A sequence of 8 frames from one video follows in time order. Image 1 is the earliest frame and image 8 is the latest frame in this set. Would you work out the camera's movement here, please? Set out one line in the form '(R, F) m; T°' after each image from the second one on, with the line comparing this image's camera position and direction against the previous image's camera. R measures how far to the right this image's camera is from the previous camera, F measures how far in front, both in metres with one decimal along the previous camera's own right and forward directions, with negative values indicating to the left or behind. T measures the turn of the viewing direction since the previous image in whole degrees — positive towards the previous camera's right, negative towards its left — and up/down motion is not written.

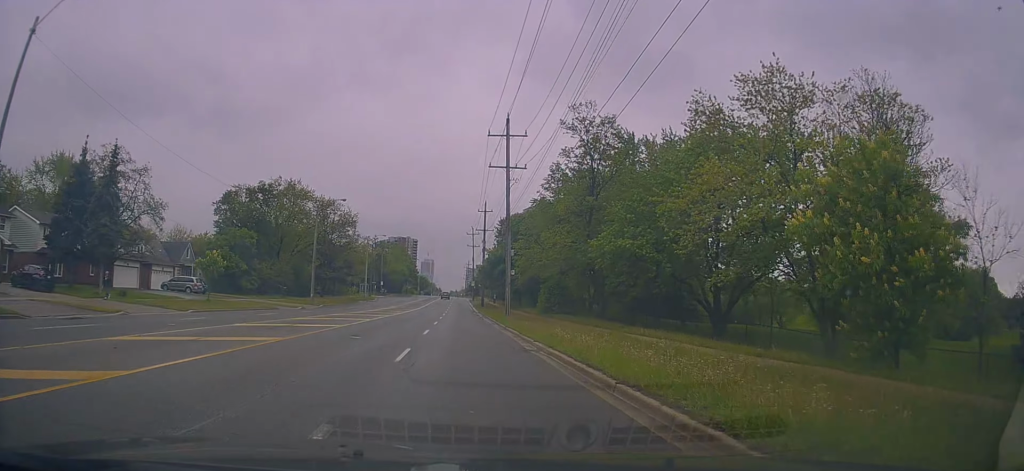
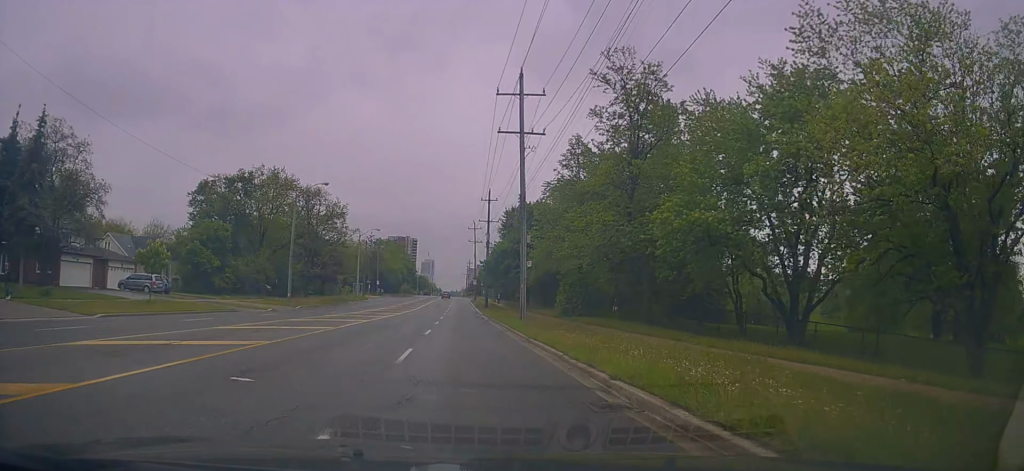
(+0.2, +8.9) m; 0°
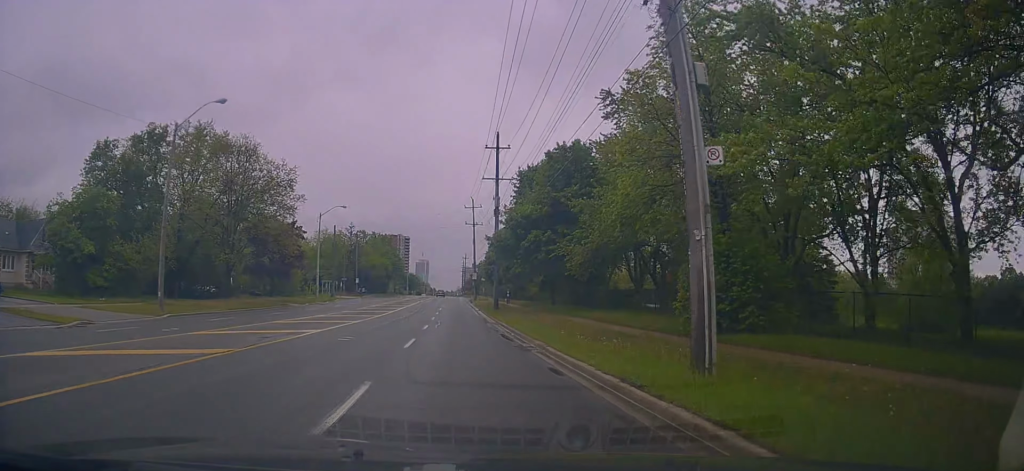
(+0.2, +24.2) m; 0°
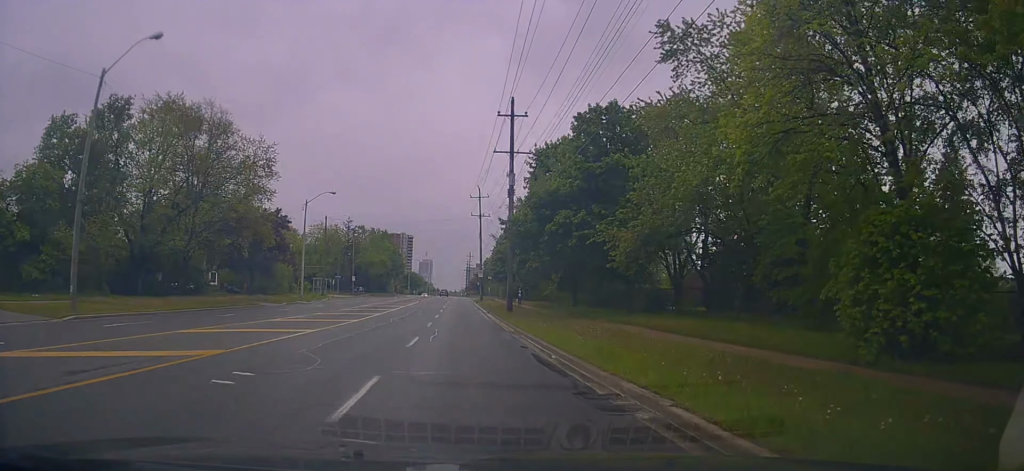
(0.0, +8.0) m; 0°
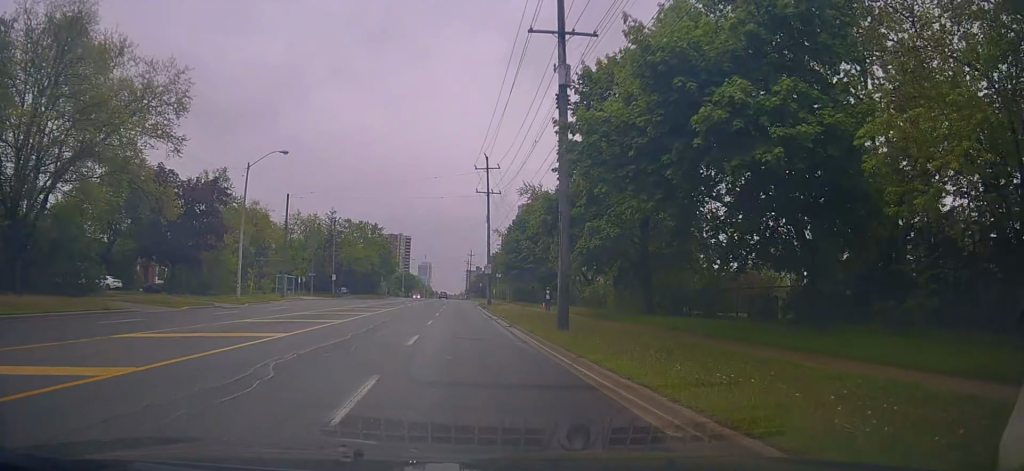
(-0.2, +18.1) m; 0°
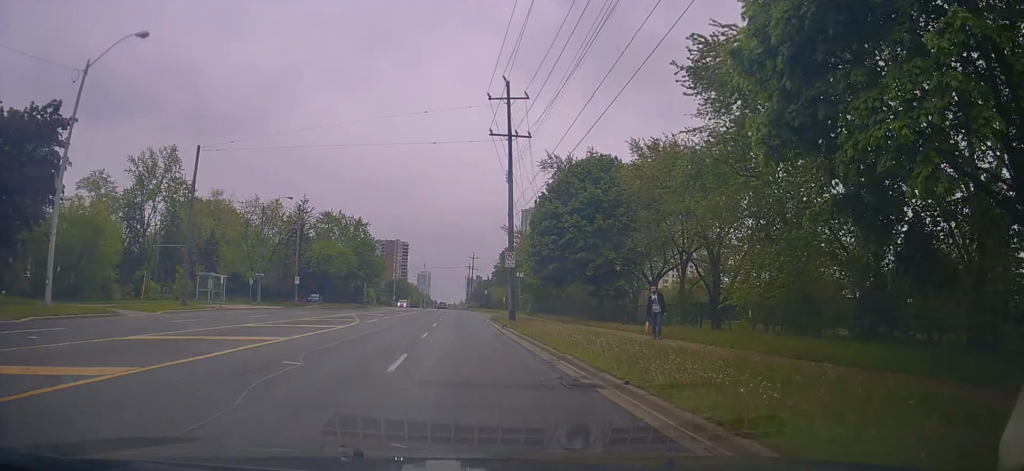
(+0.3, +23.0) m; +1°
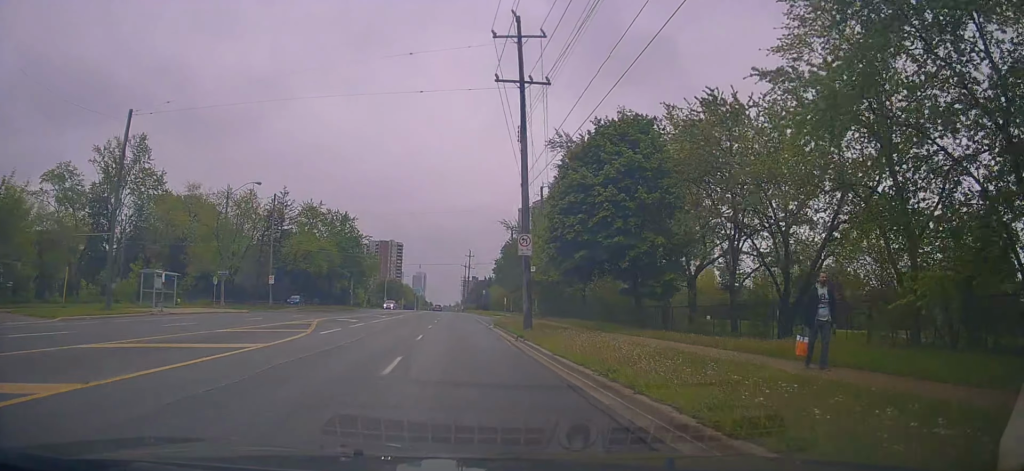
(-0.1, +8.9) m; 0°
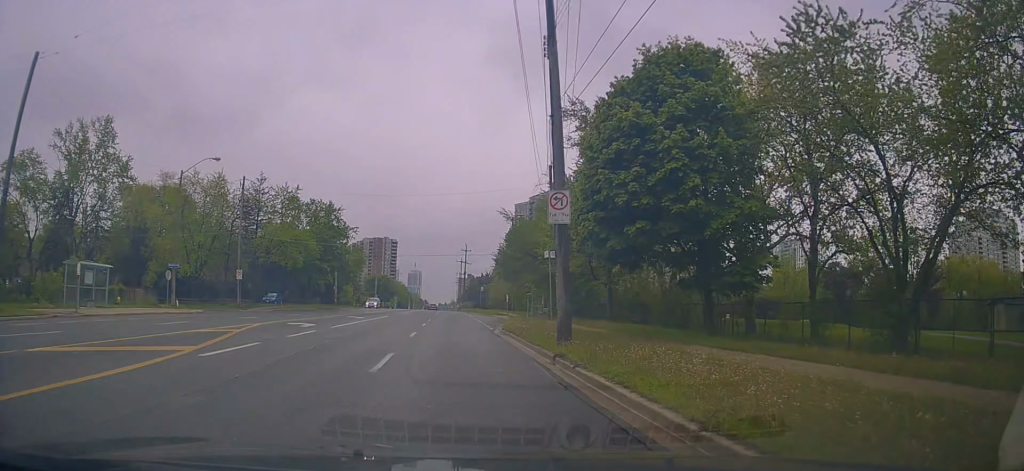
(+0.1, +9.2) m; 0°
